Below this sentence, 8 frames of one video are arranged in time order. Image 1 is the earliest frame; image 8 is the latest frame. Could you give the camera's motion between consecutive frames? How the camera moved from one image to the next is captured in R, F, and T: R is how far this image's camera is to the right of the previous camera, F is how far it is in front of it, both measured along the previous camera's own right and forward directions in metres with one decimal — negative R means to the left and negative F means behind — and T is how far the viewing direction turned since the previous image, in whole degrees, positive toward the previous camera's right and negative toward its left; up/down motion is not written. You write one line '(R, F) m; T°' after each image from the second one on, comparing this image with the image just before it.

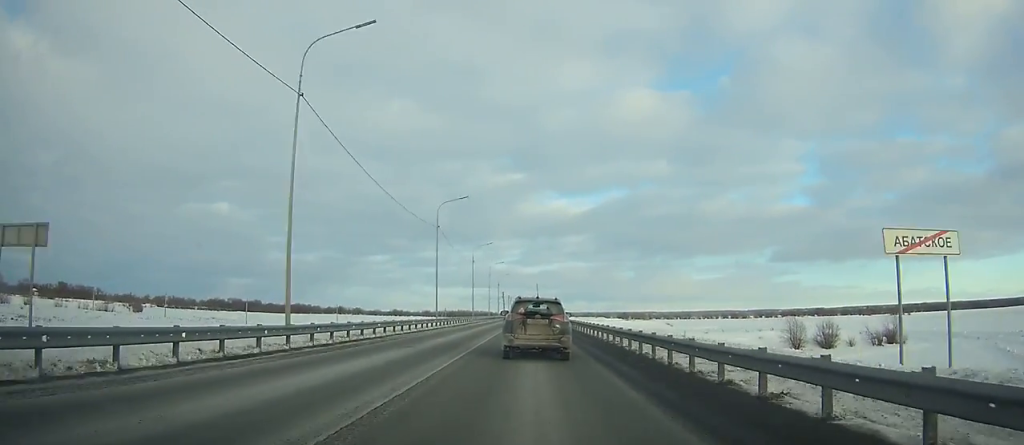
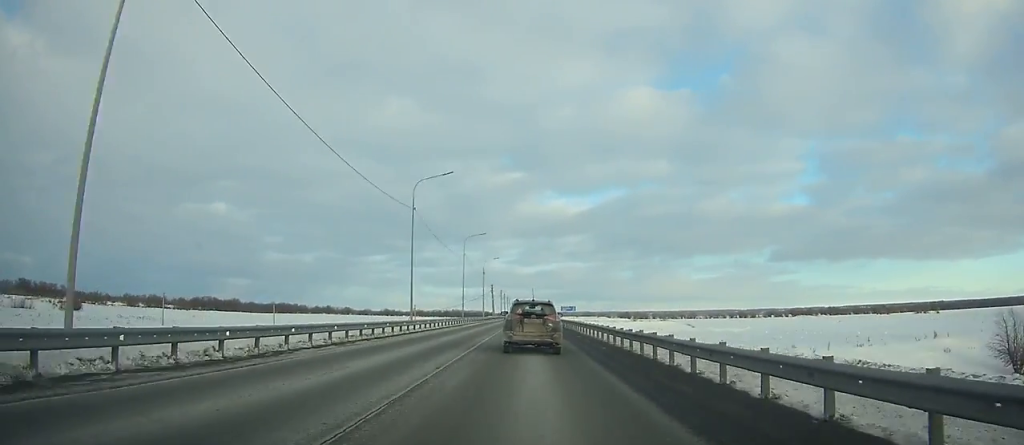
(+0.2, +47.3) m; 0°
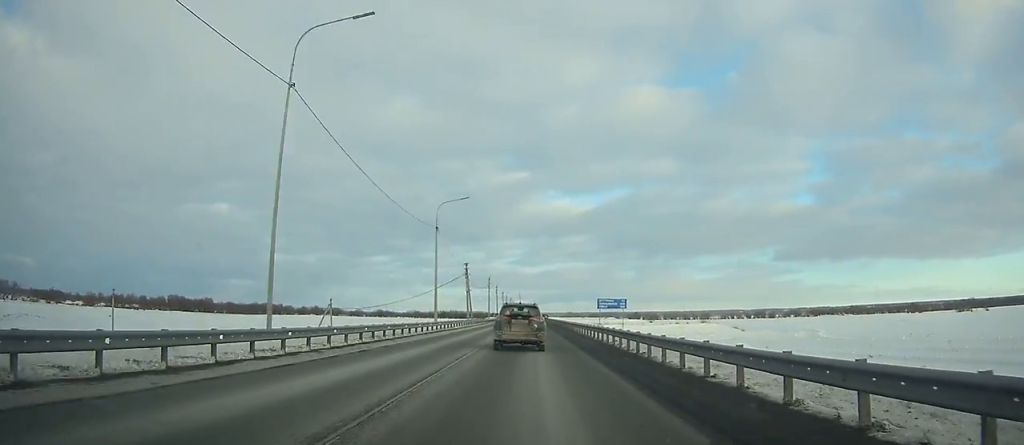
(0.0, +60.8) m; 0°
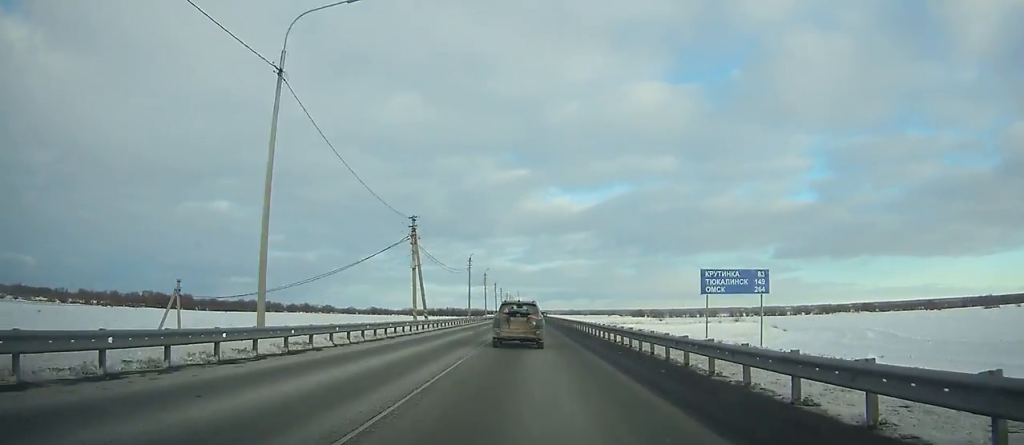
(-0.1, +35.6) m; 0°
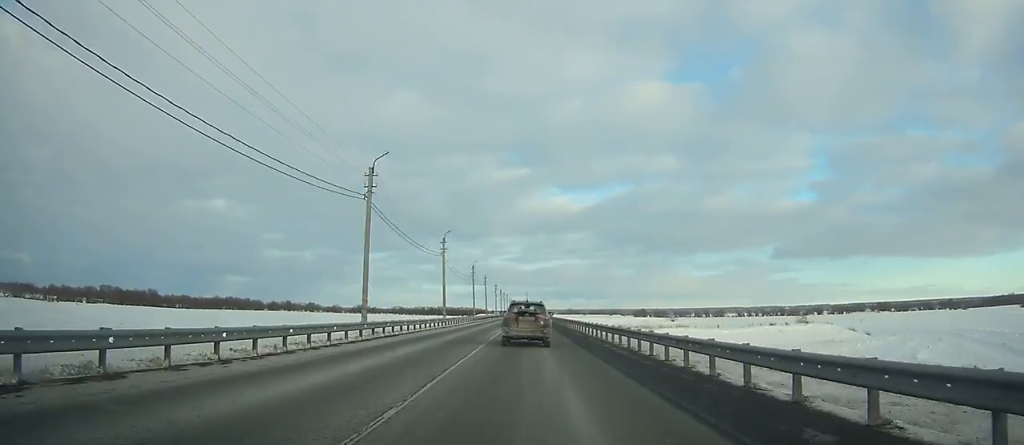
(-0.1, +47.1) m; 0°
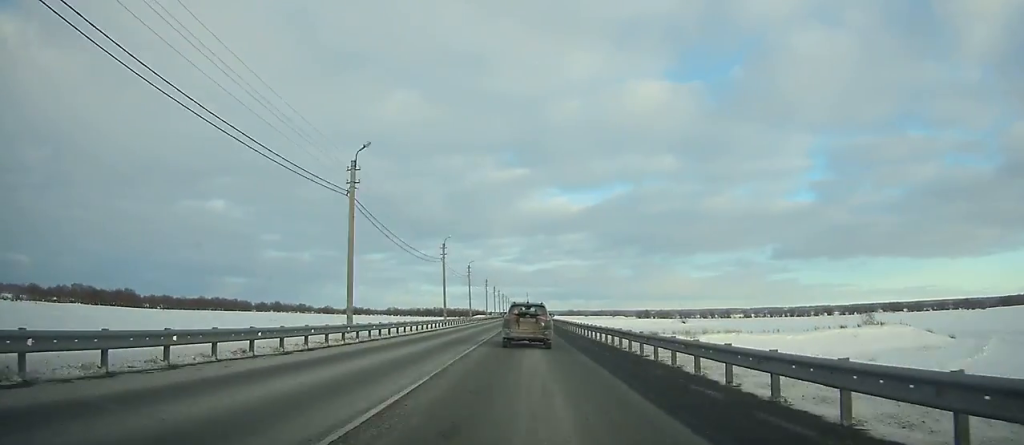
(+0.1, +28.7) m; 0°
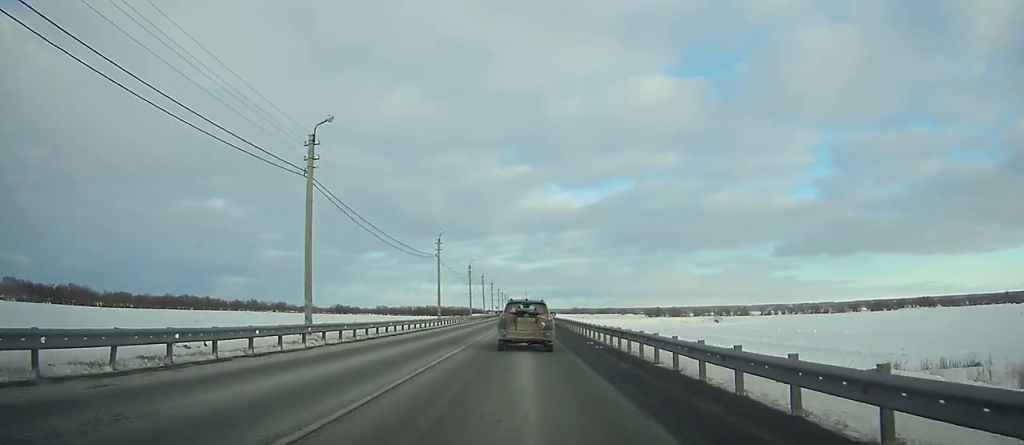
(0.0, +62.3) m; 0°
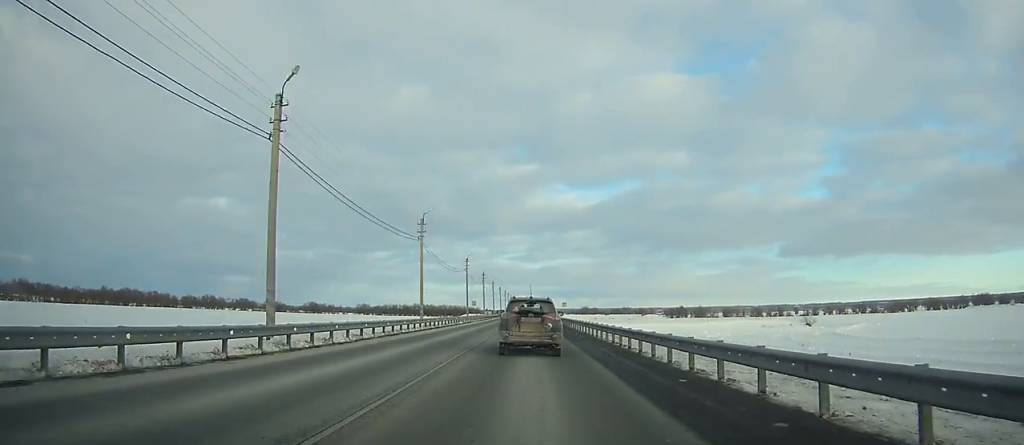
(-0.4, +96.6) m; 0°
